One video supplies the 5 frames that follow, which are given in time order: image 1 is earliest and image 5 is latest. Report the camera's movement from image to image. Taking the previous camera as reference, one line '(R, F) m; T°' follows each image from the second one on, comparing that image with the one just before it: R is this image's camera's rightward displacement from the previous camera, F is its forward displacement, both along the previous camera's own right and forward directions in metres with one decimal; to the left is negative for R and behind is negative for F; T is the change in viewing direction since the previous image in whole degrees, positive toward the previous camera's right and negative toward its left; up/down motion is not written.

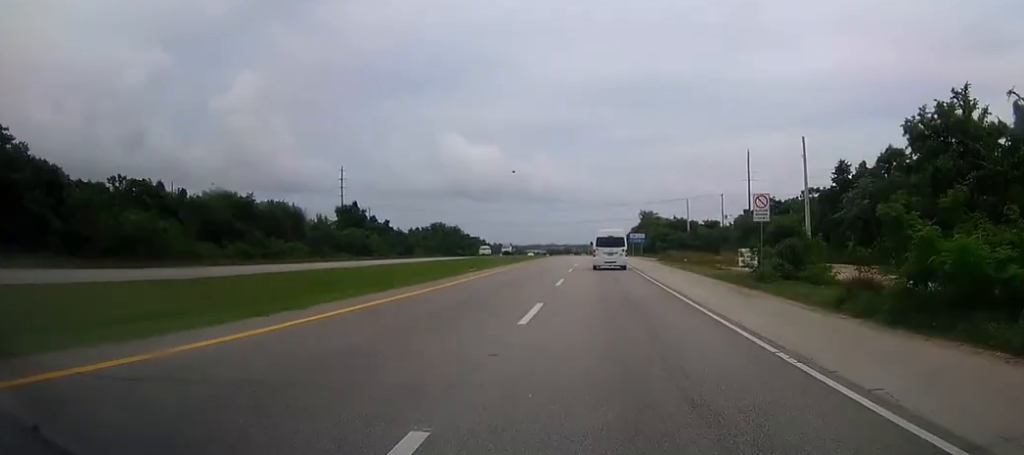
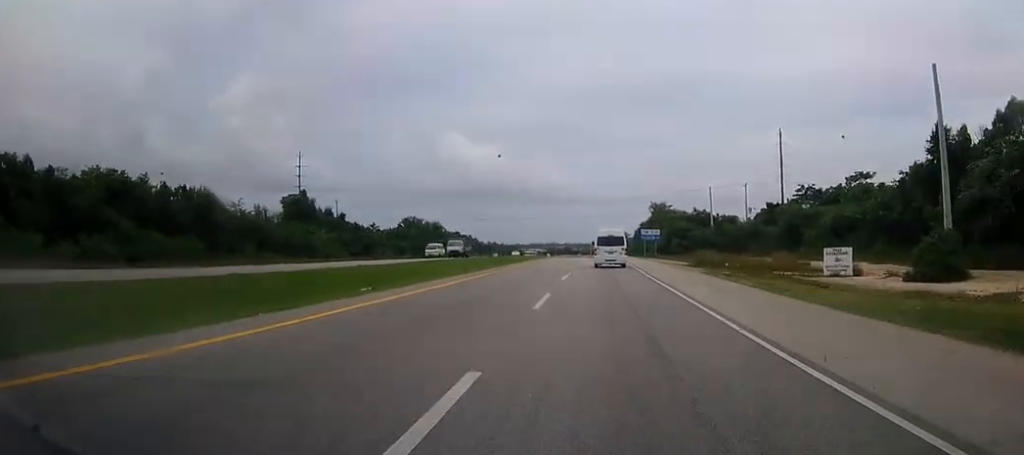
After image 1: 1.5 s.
(0.0, +20.3) m; 0°
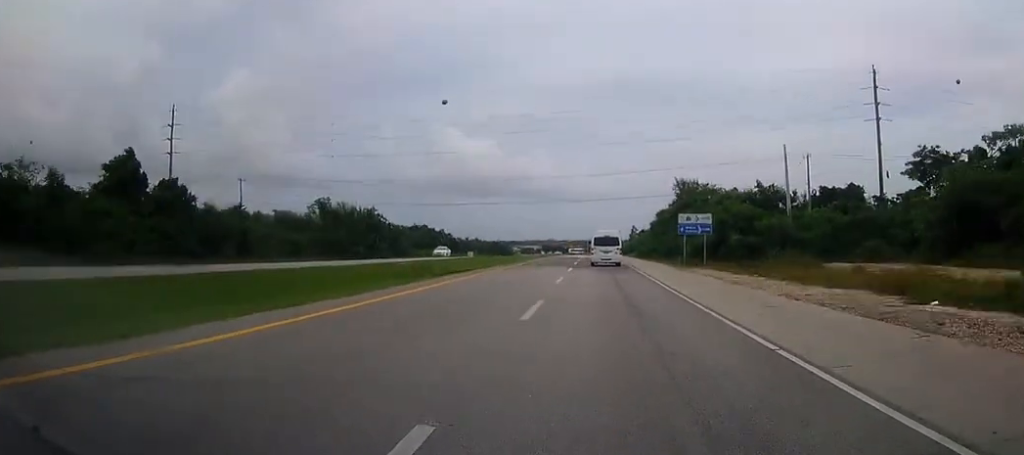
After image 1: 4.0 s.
(+0.1, +36.7) m; 0°
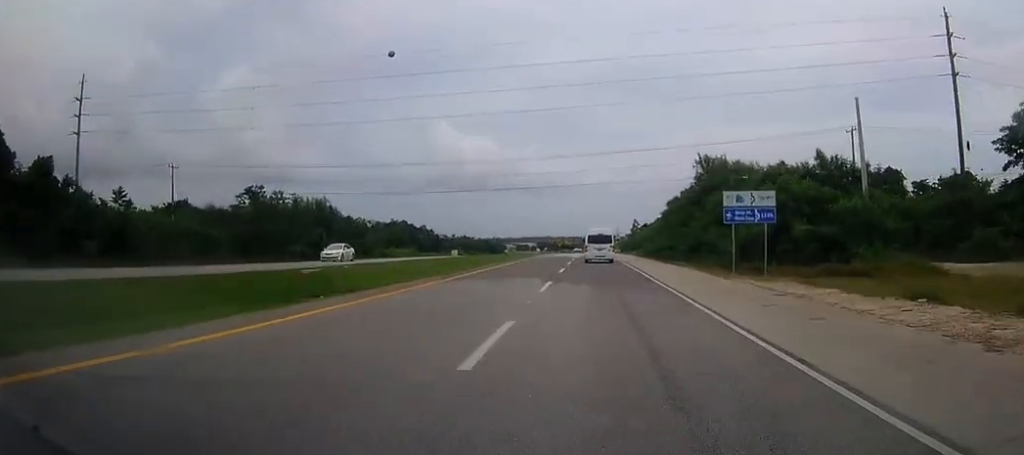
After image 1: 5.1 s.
(0.0, +17.0) m; 0°
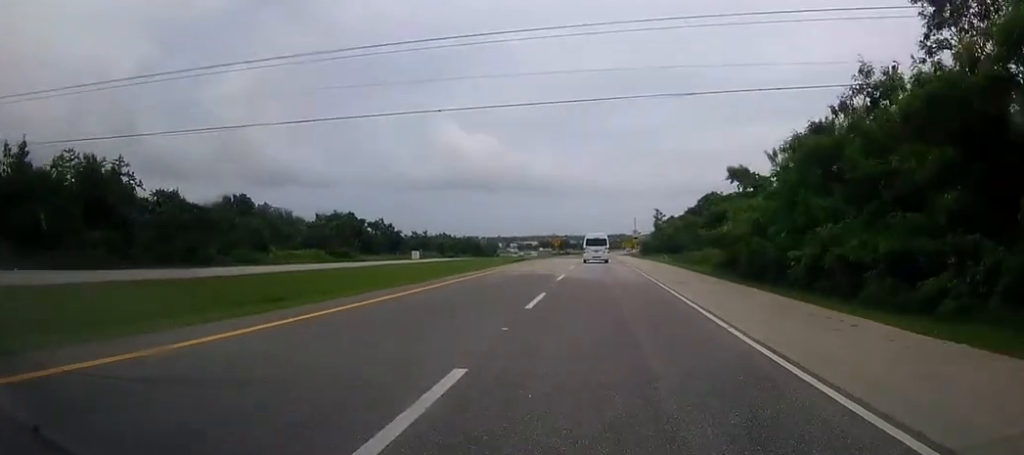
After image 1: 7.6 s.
(0.0, +39.9) m; 0°
